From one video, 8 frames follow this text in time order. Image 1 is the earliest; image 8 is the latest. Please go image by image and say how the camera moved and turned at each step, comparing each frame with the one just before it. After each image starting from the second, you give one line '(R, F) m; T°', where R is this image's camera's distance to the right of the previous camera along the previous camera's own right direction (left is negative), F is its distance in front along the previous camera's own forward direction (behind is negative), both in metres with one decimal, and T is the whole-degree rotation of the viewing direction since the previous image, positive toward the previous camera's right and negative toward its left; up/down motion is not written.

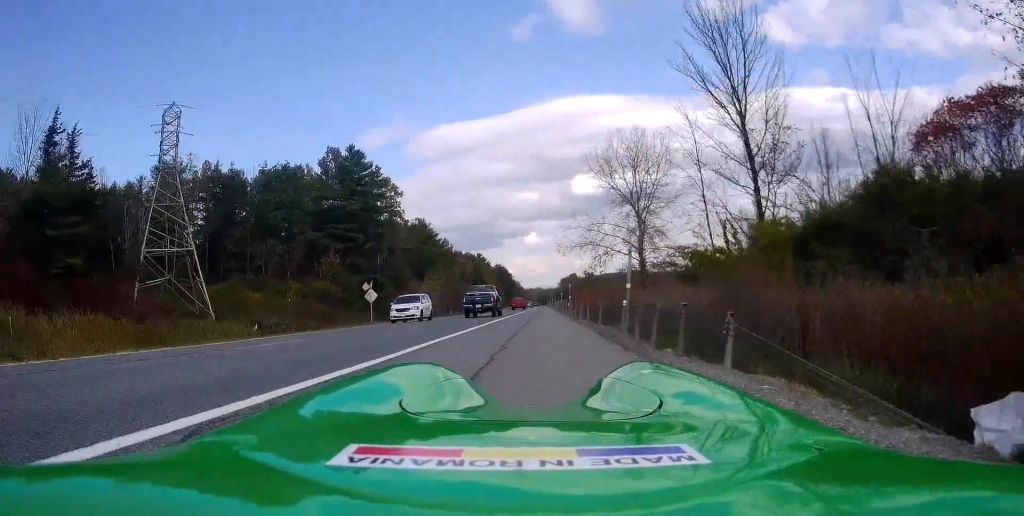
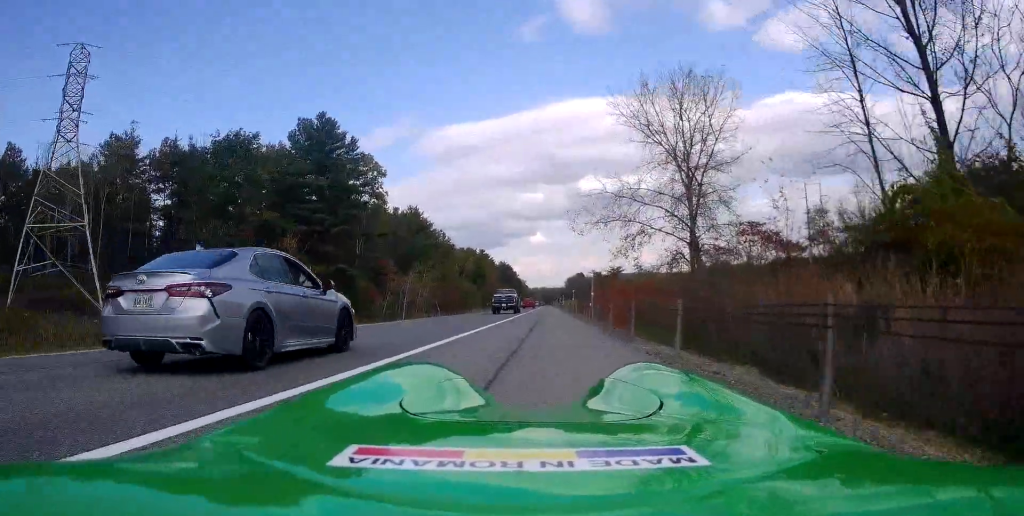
(-0.6, +14.8) m; 0°
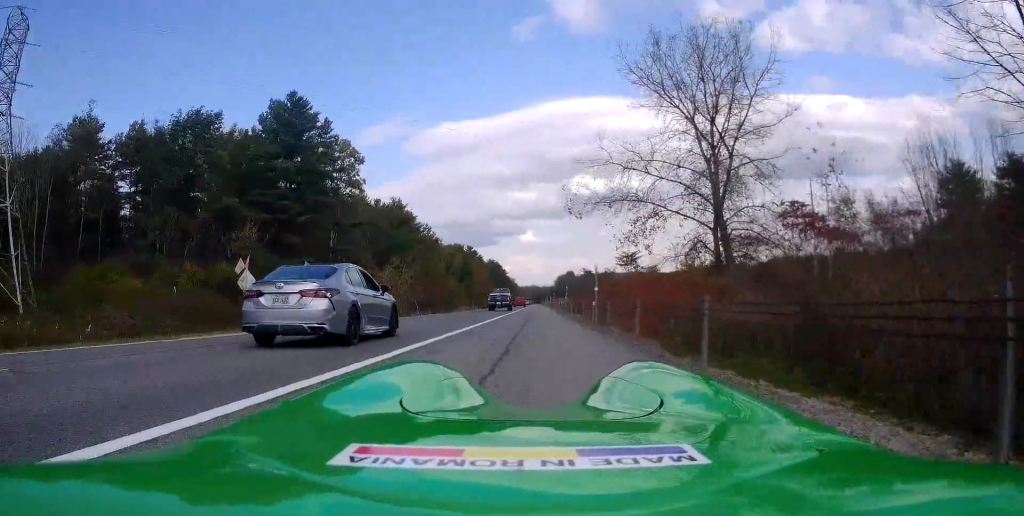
(+0.3, +6.5) m; +2°
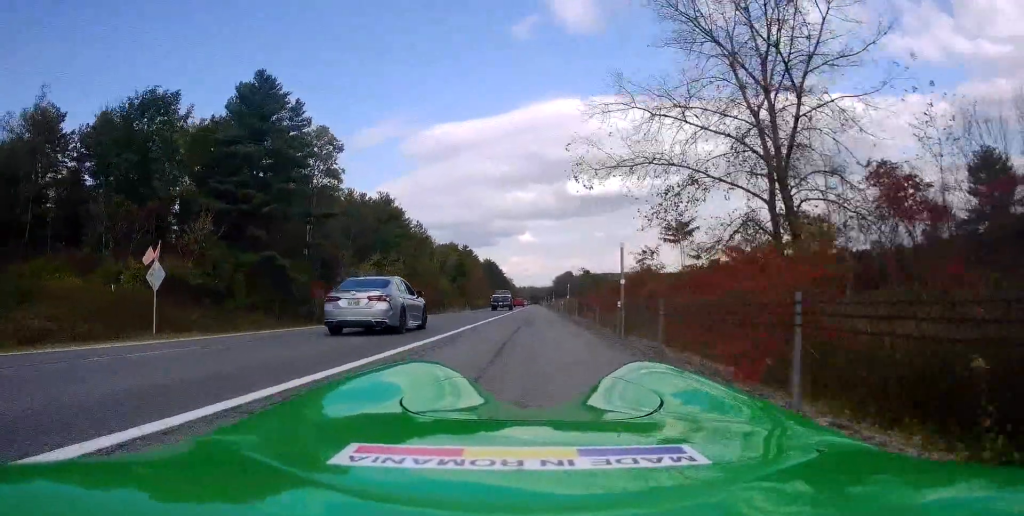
(+0.1, +7.6) m; 0°
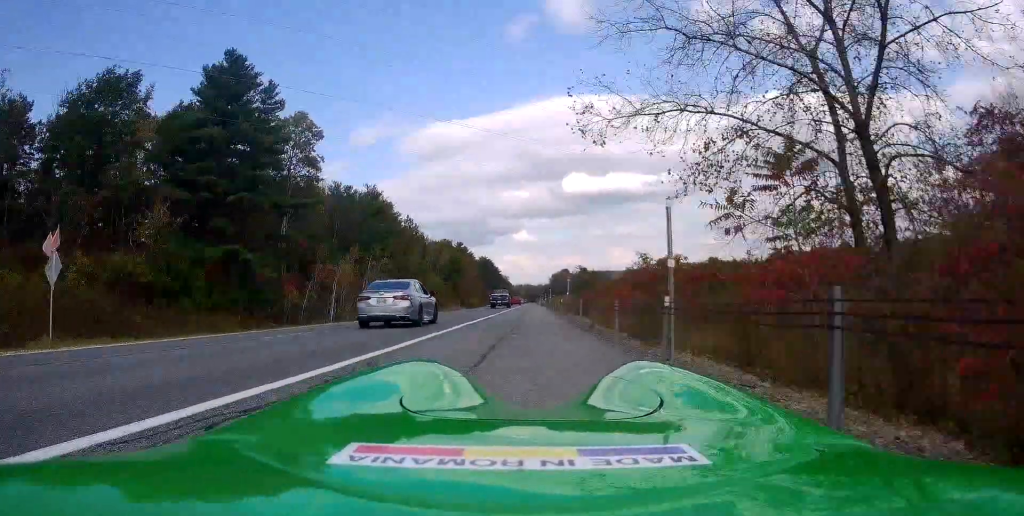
(+0.1, +5.7) m; -1°
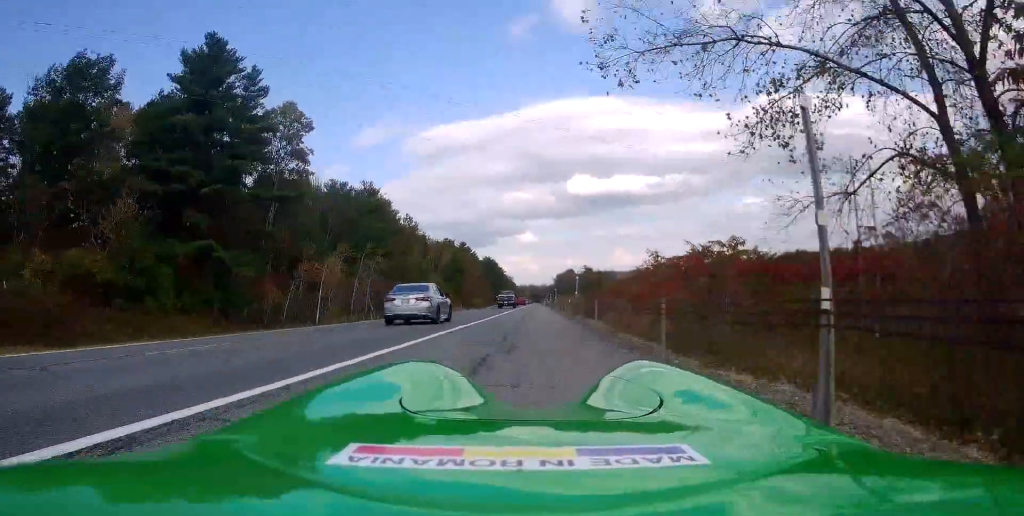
(-0.1, +4.8) m; +1°
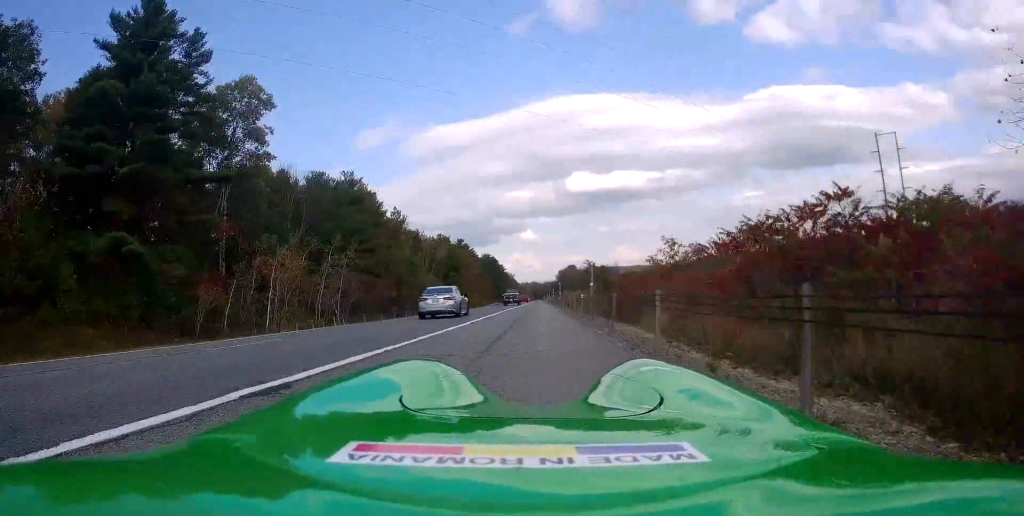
(-0.1, +9.6) m; +1°
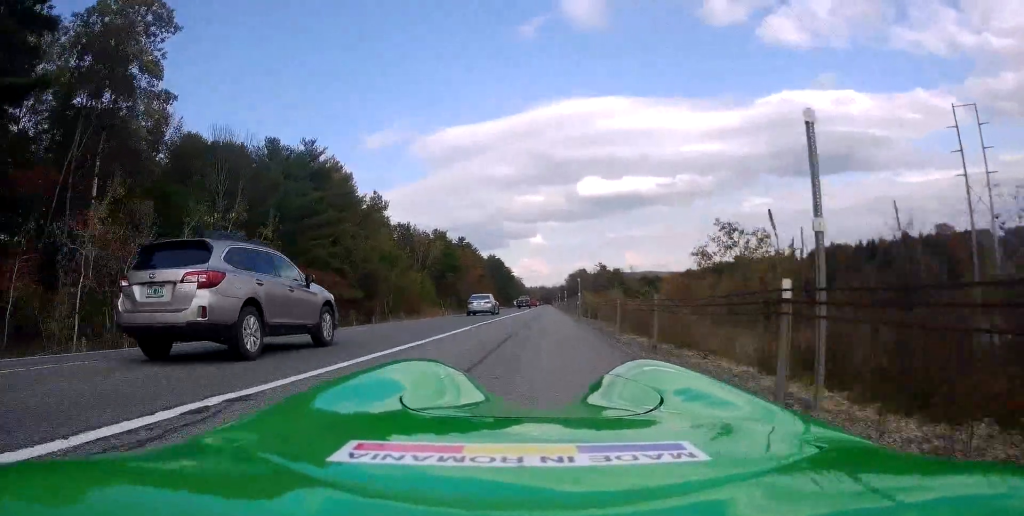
(-0.1, +18.8) m; -3°
